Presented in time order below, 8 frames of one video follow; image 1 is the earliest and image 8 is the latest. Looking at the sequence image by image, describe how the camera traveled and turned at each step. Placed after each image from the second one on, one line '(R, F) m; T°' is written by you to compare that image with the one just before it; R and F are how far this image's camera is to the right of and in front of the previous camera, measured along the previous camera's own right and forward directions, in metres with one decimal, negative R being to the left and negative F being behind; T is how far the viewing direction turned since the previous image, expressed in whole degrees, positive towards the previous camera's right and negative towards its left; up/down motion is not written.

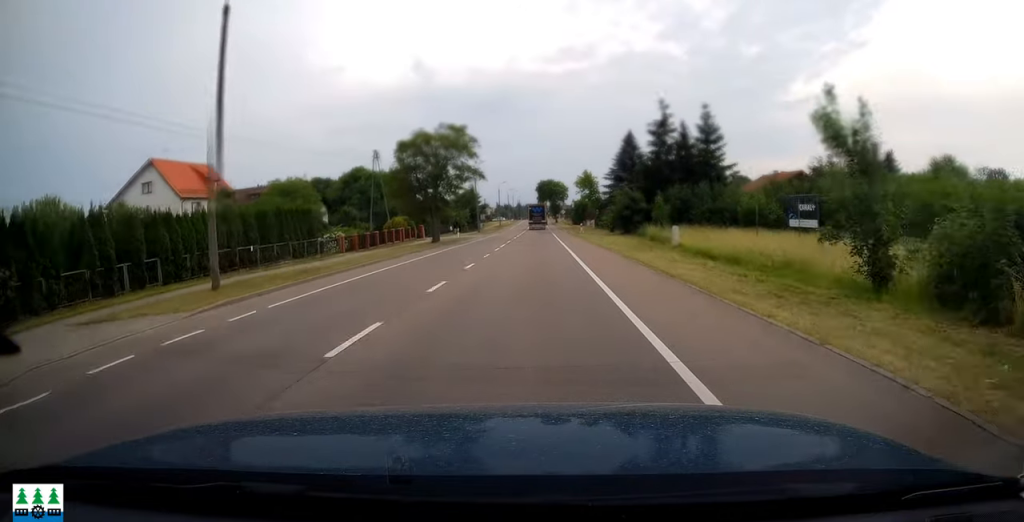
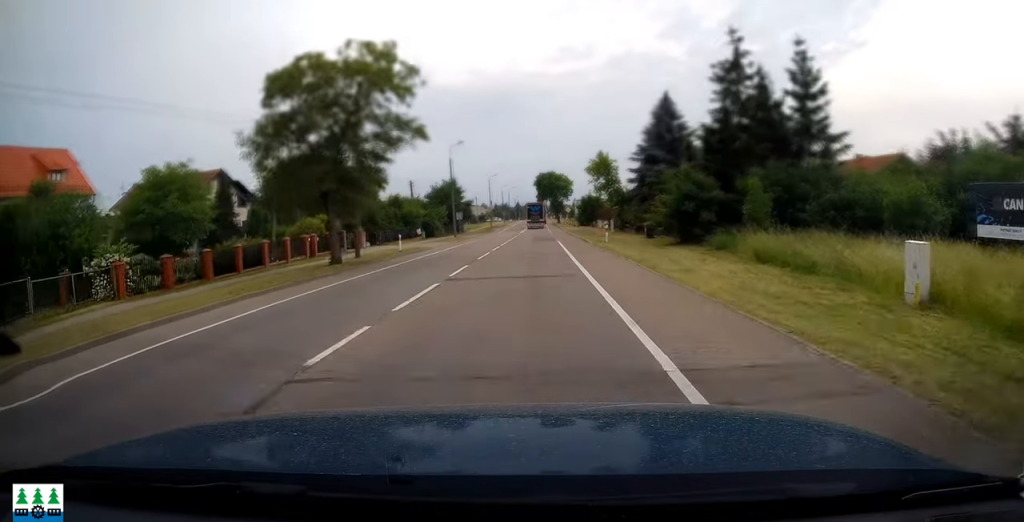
(-0.1, +32.7) m; 0°
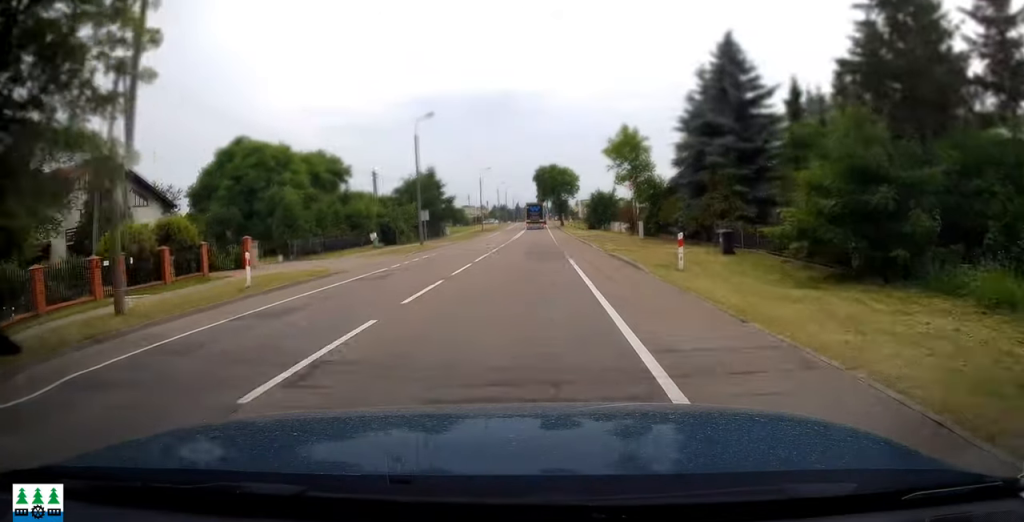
(0.0, +18.1) m; 0°
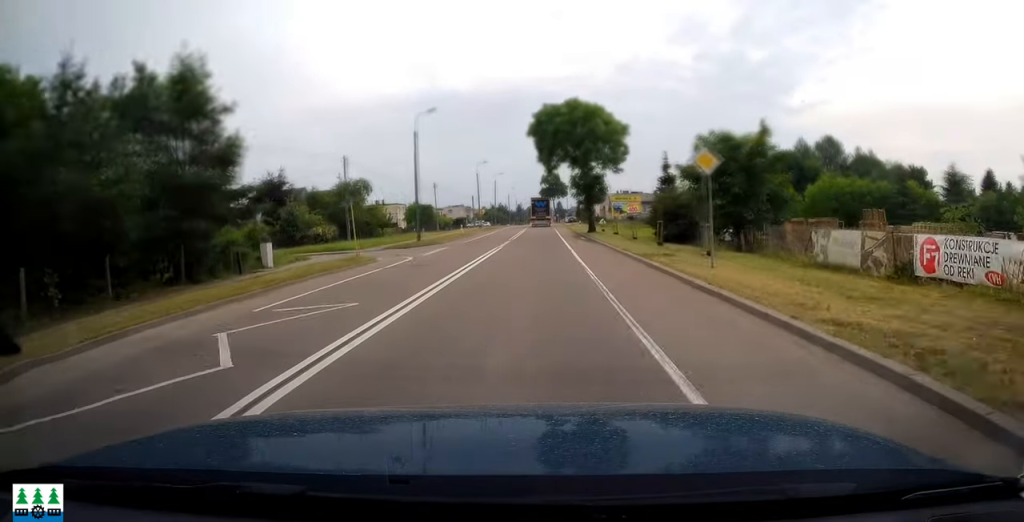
(+0.1, +43.1) m; 0°
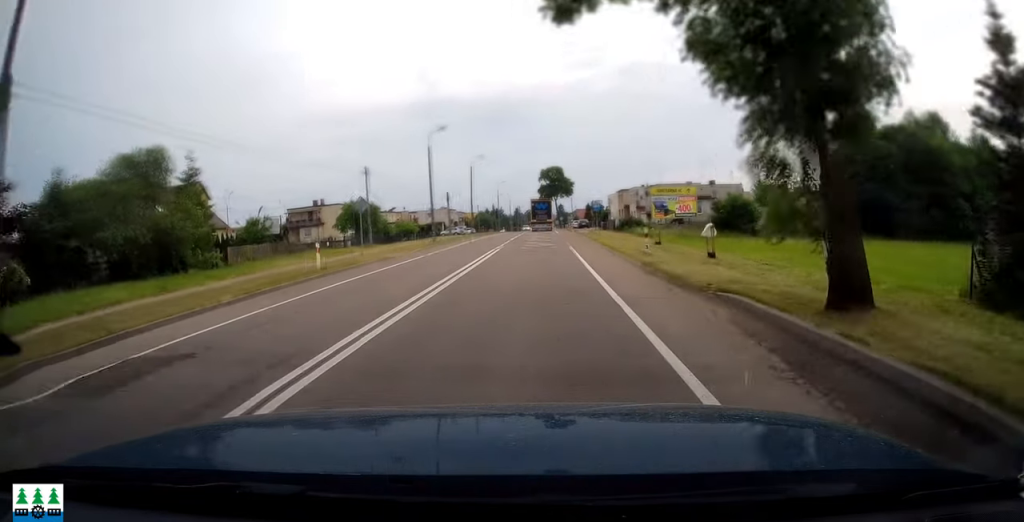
(-0.2, +35.7) m; 0°
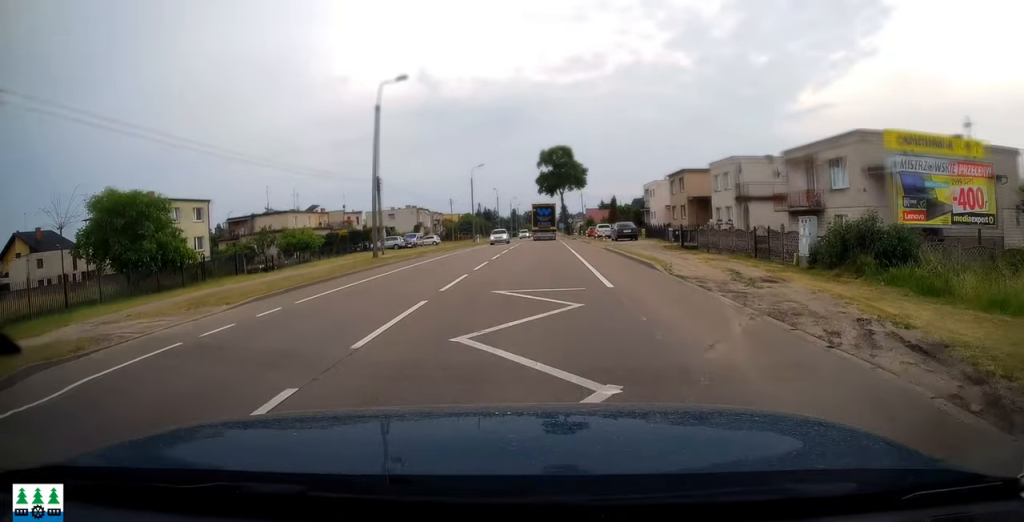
(+0.4, +45.7) m; 0°
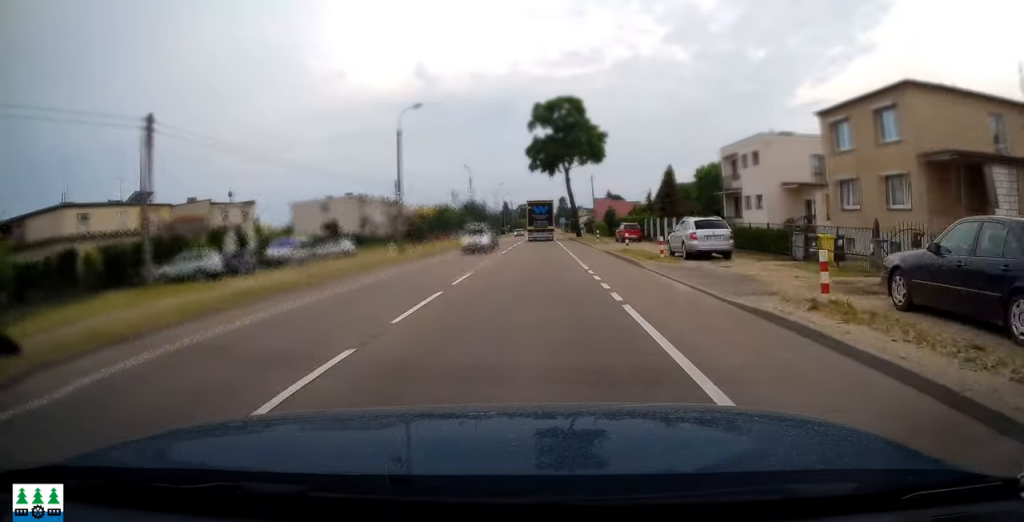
(-0.3, +39.1) m; 0°
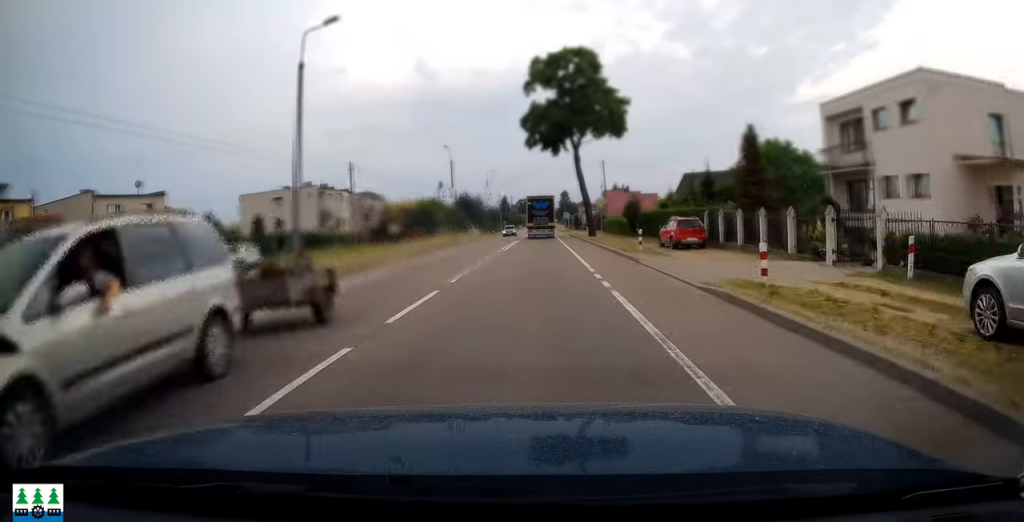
(+0.1, +17.8) m; 0°
